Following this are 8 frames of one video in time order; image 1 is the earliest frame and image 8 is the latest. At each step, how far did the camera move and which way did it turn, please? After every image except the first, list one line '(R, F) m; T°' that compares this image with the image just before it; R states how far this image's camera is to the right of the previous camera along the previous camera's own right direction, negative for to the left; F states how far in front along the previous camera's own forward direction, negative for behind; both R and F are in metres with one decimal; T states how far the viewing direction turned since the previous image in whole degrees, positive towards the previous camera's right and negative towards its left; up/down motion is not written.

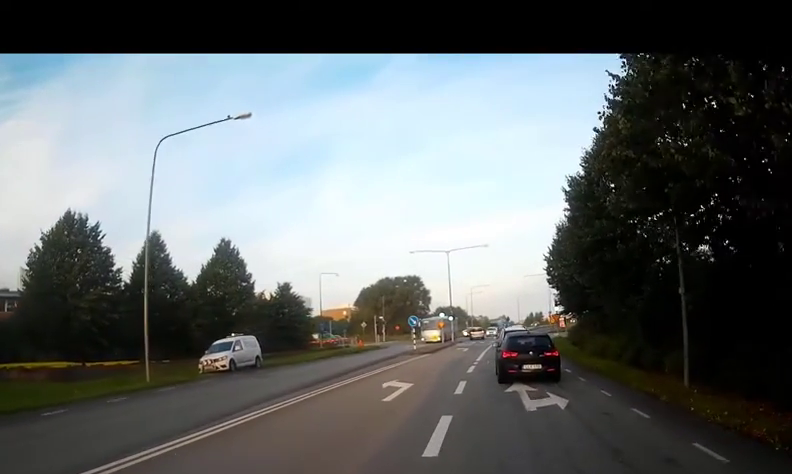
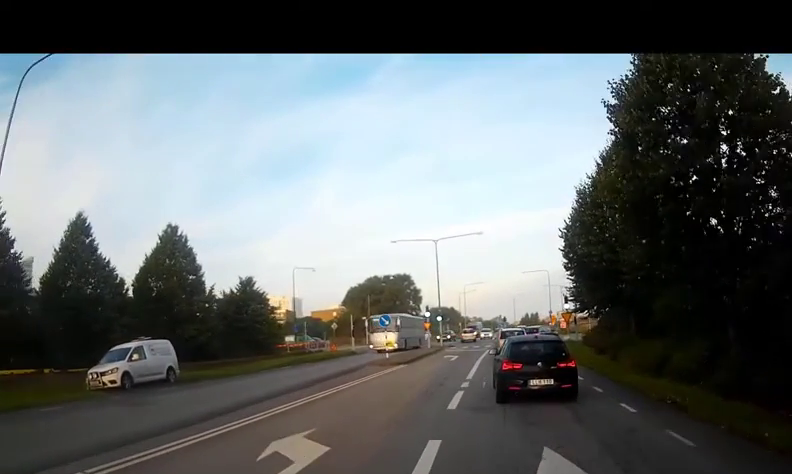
(0.0, +8.0) m; 0°
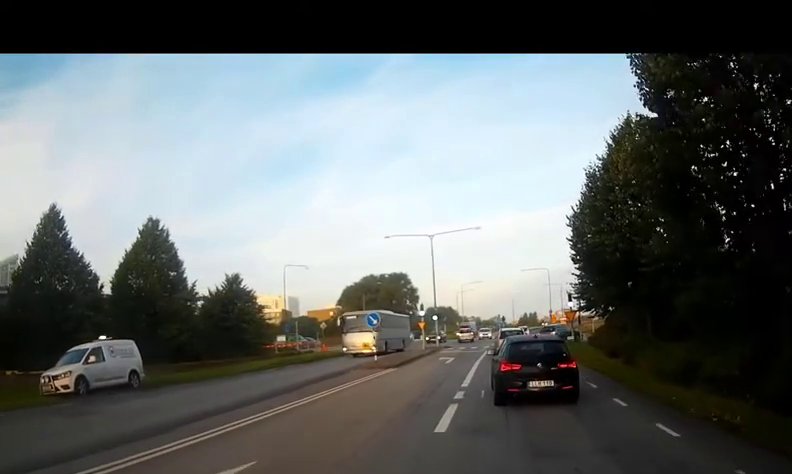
(0.0, +2.3) m; 0°
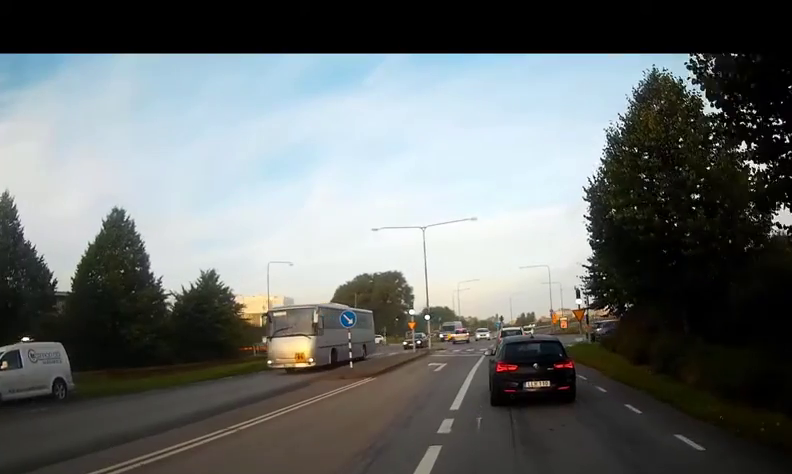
(0.0, +3.8) m; 0°
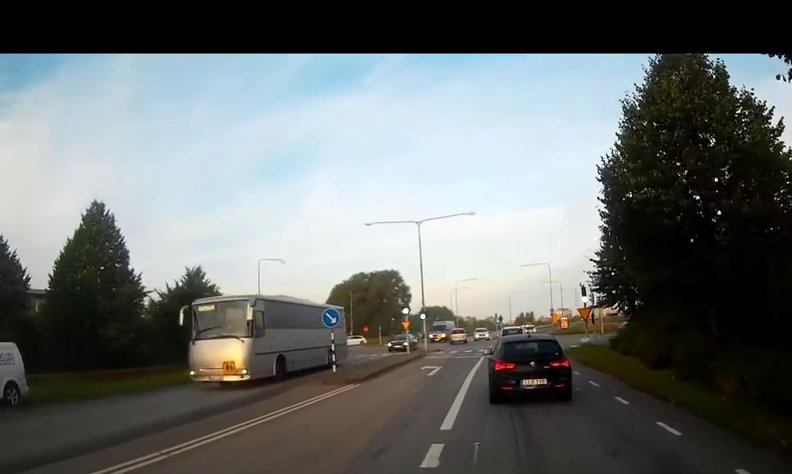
(0.0, +2.0) m; 0°
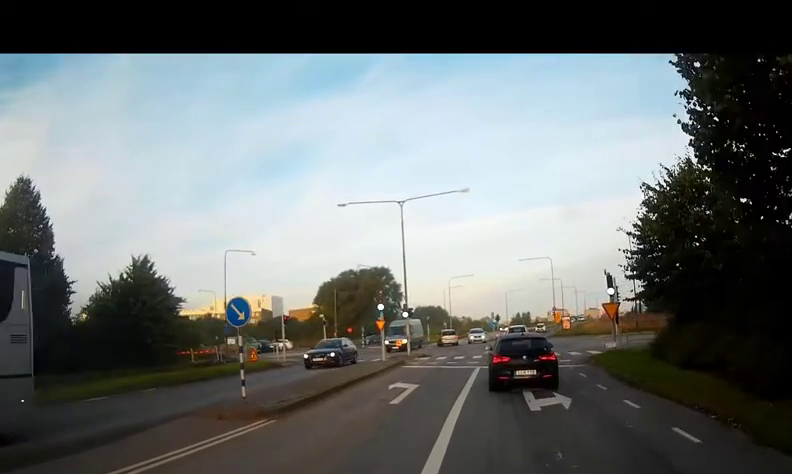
(0.0, +6.2) m; 0°
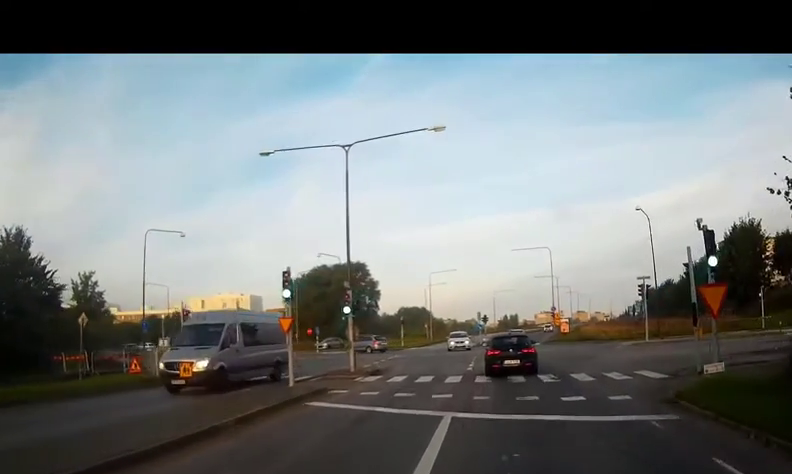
(-0.2, +9.9) m; -2°
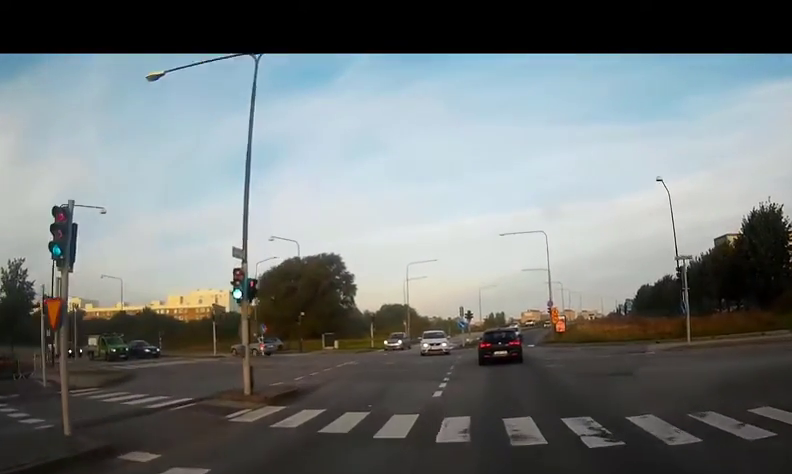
(+0.1, +7.9) m; +3°
